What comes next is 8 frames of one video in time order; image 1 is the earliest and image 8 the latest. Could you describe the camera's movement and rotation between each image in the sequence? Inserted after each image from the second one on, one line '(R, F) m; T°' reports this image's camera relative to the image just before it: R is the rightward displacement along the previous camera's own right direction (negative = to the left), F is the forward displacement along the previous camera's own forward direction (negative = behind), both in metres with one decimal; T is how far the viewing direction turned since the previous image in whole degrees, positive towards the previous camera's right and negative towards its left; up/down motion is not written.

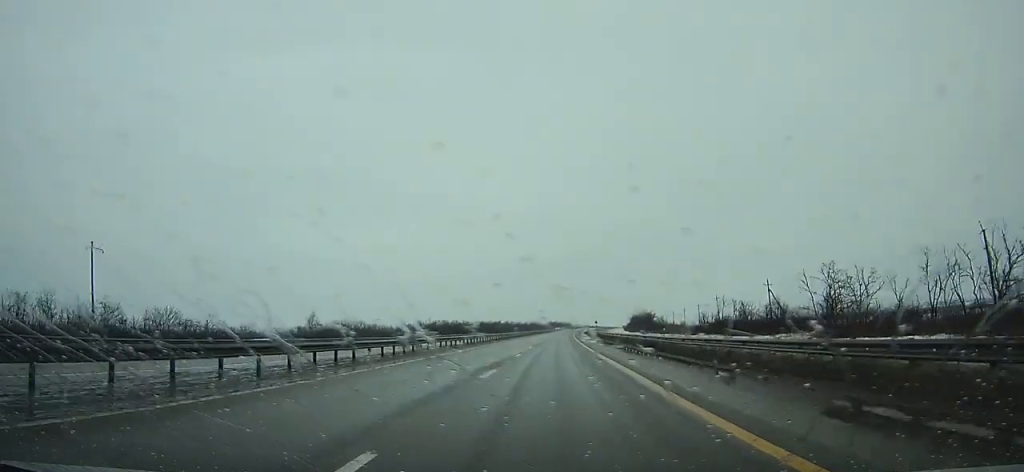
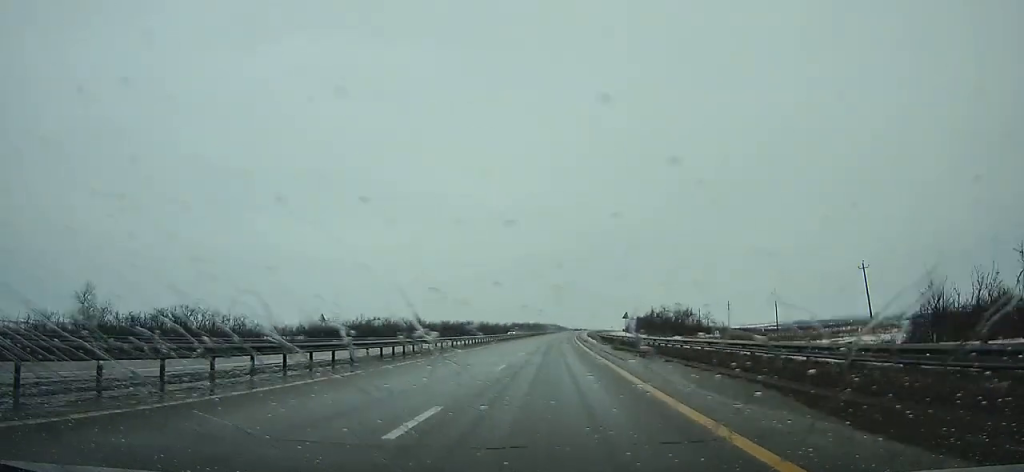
(+1.2, +78.8) m; +2°
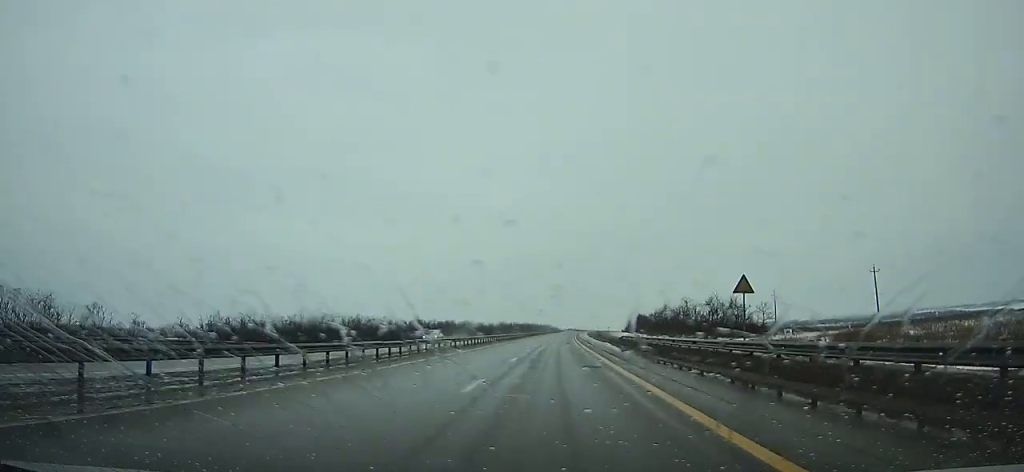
(0.0, +42.3) m; +1°
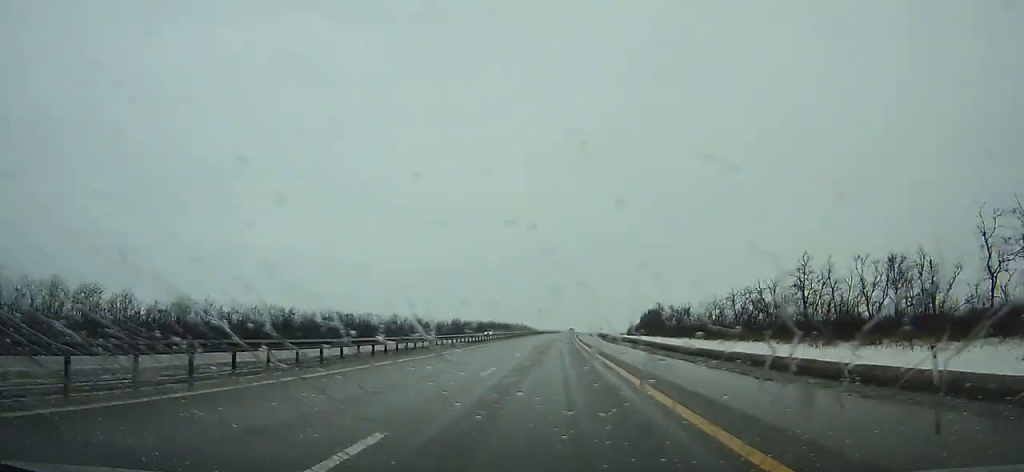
(+2.2, +116.0) m; +2°
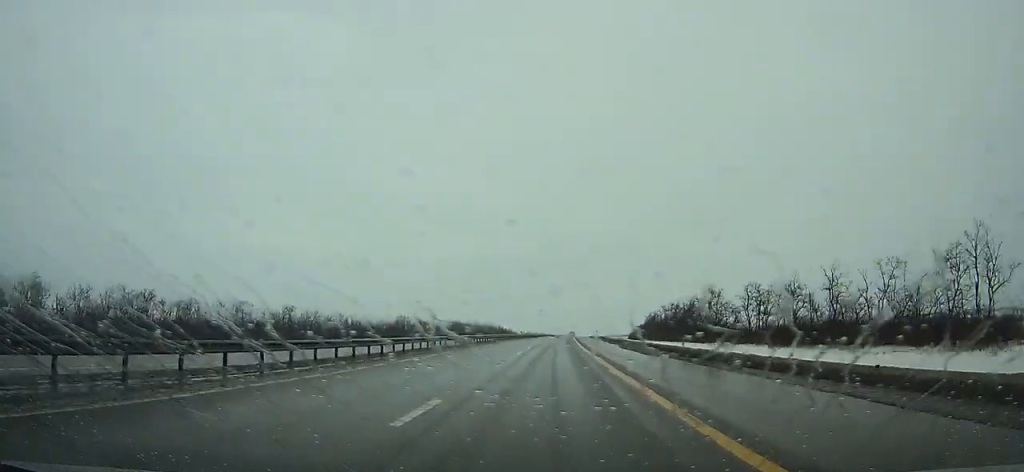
(+1.0, +79.1) m; +1°
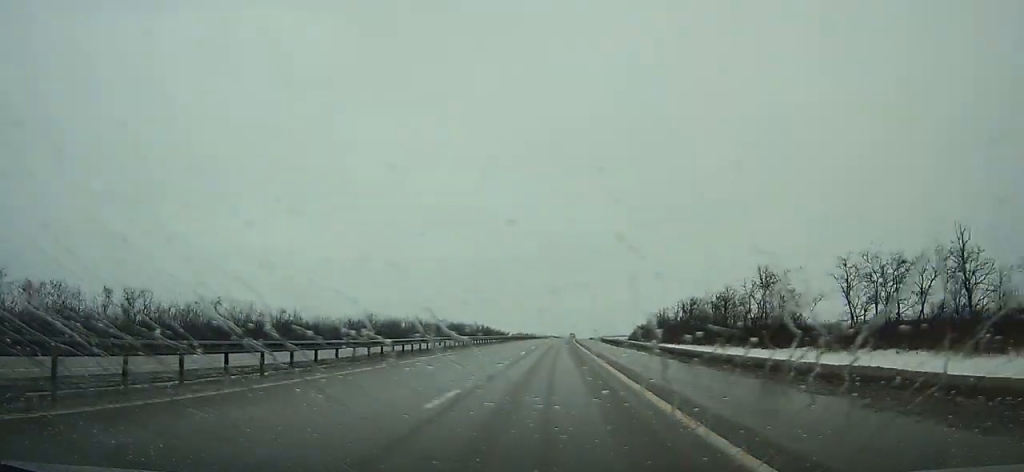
(+0.3, +33.9) m; 0°
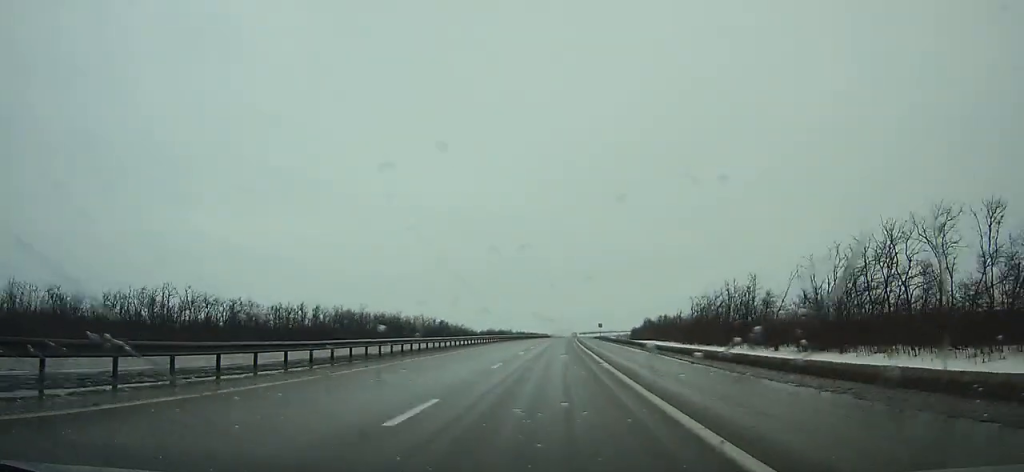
(+1.1, +98.3) m; +2°
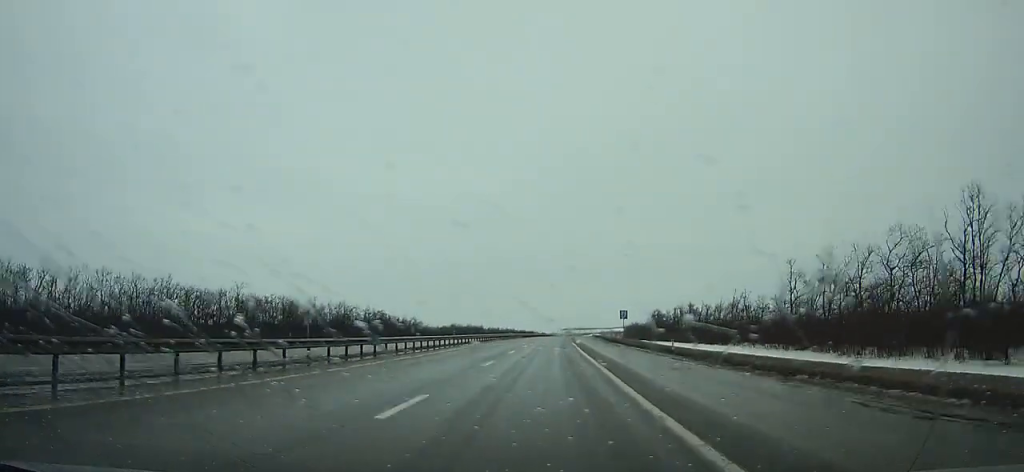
(+0.9, +69.8) m; +1°
